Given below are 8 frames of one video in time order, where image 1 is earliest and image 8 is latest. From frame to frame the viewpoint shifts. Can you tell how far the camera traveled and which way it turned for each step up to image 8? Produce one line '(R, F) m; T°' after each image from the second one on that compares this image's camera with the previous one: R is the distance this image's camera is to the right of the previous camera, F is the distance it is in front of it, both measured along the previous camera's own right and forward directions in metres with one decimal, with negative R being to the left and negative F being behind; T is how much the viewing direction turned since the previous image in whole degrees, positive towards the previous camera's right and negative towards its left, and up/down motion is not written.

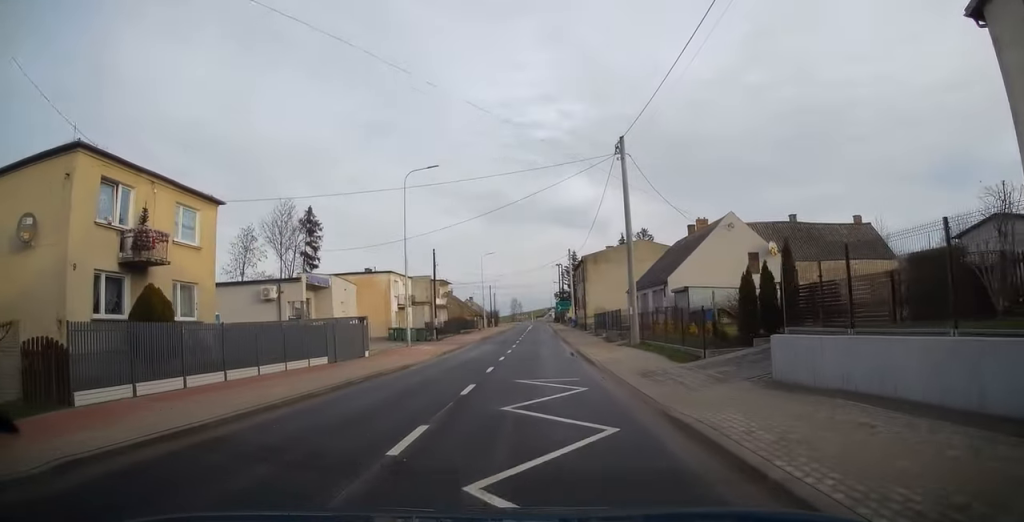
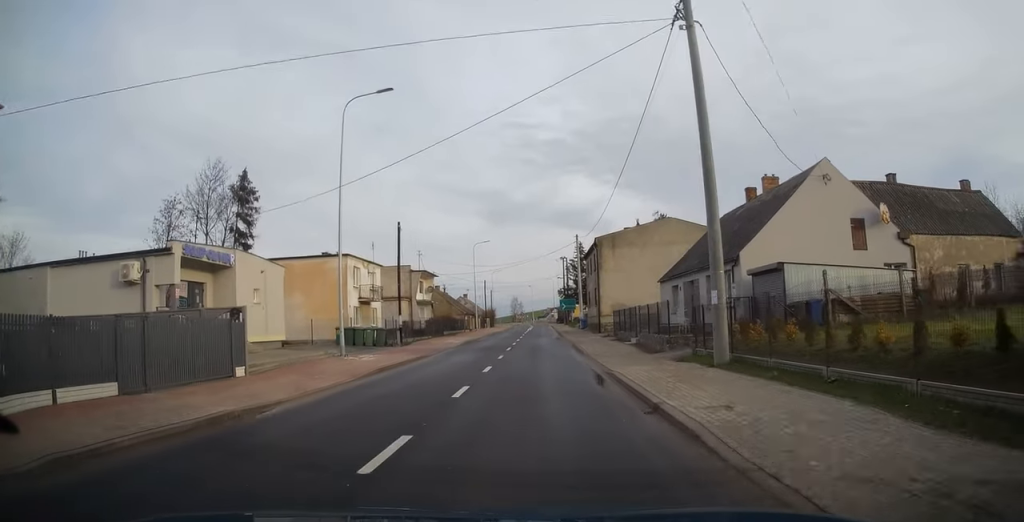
(-0.1, +13.1) m; -1°
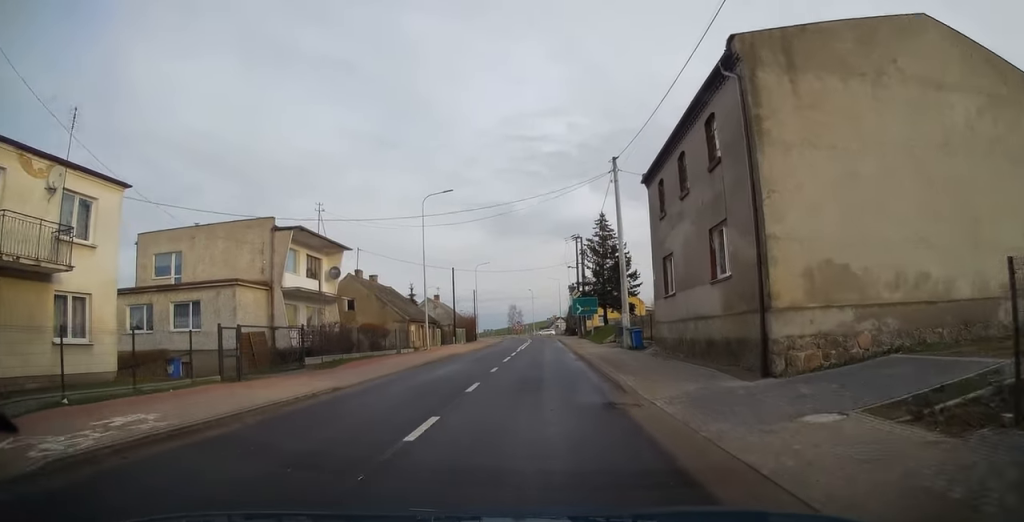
(0.0, +34.6) m; 0°
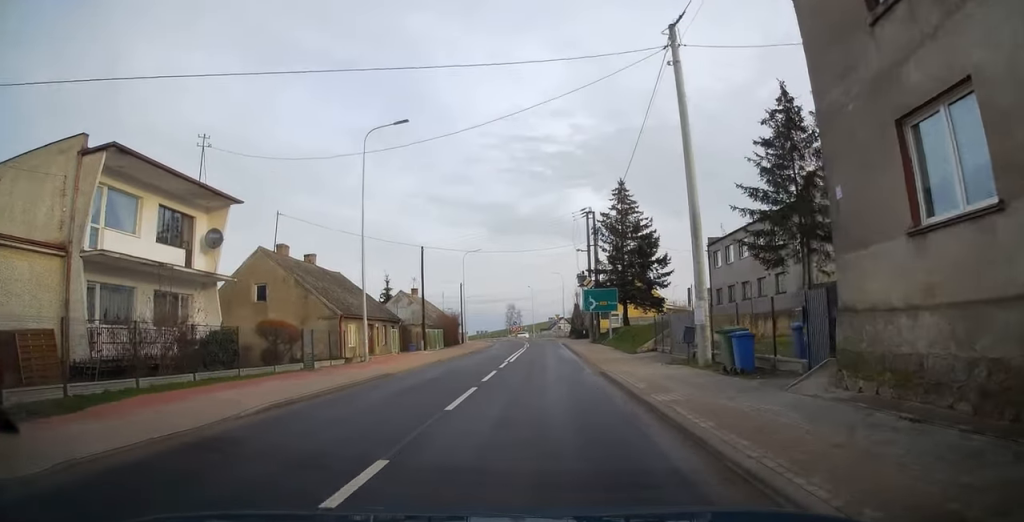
(-0.2, +15.2) m; -1°
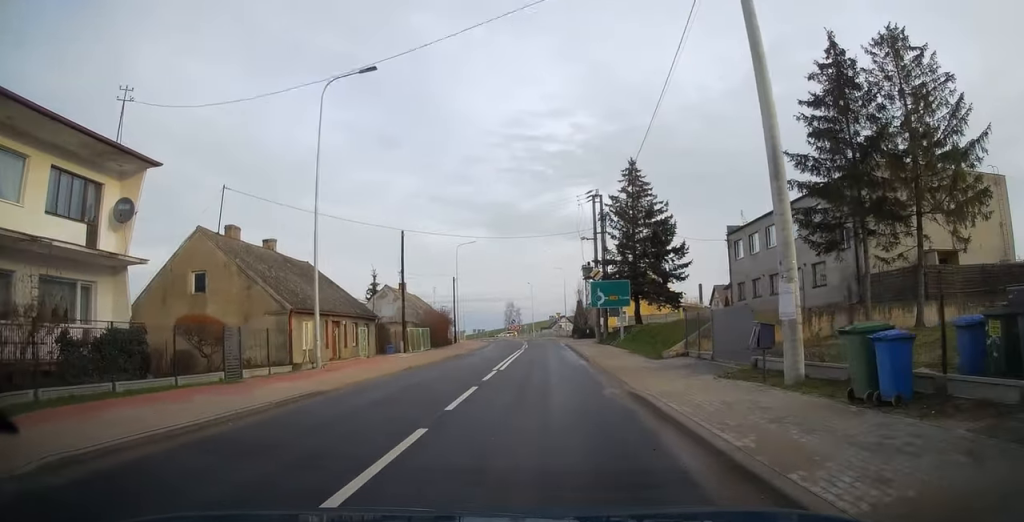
(0.0, +6.1) m; 0°
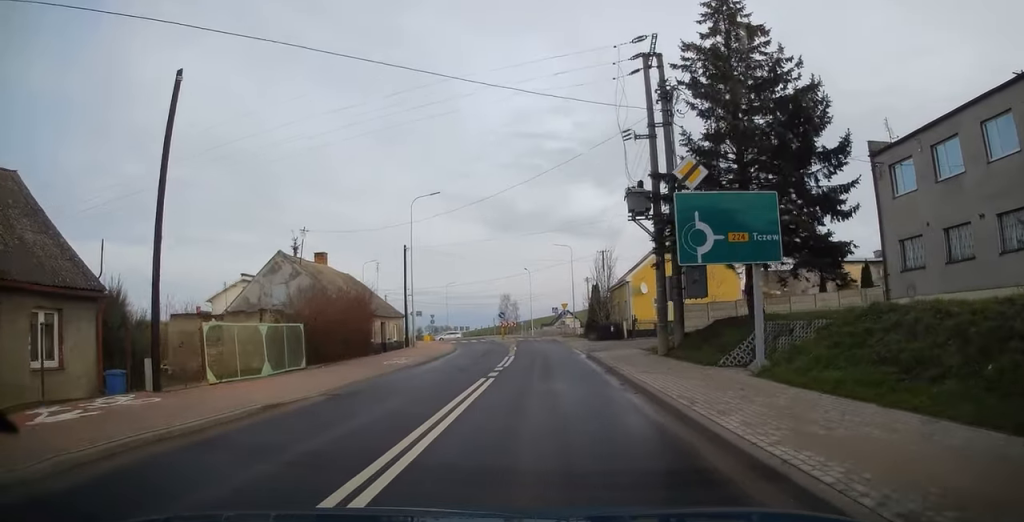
(+0.3, +24.3) m; +2°
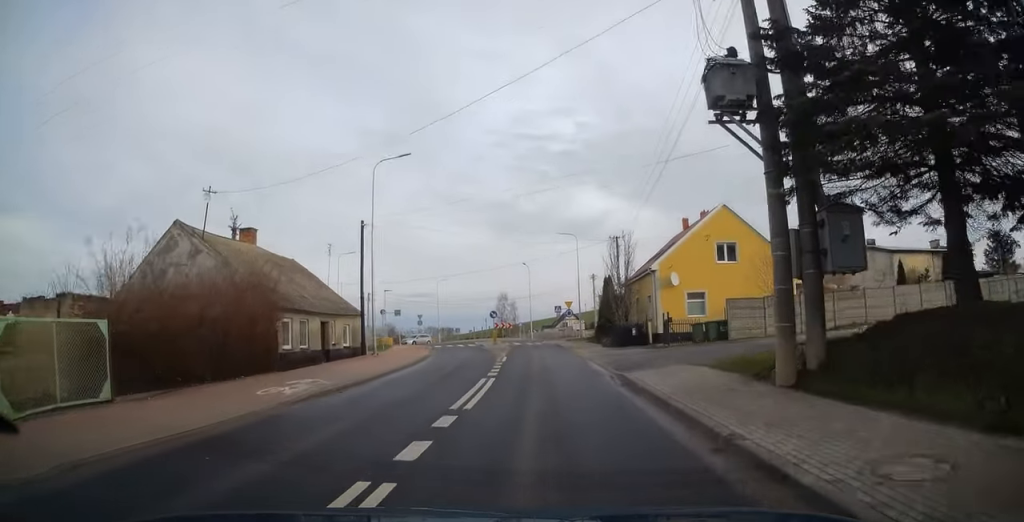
(0.0, +11.0) m; 0°
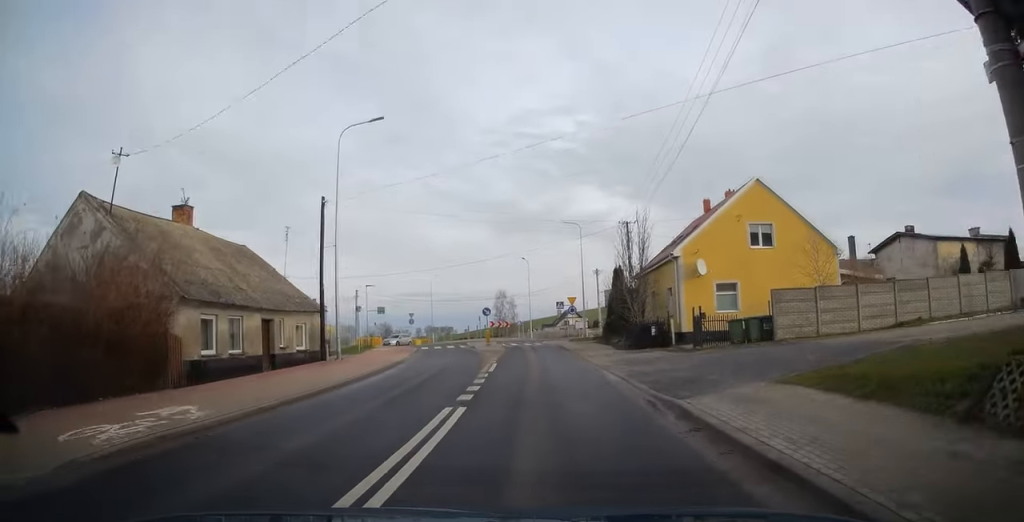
(0.0, +6.4) m; 0°
